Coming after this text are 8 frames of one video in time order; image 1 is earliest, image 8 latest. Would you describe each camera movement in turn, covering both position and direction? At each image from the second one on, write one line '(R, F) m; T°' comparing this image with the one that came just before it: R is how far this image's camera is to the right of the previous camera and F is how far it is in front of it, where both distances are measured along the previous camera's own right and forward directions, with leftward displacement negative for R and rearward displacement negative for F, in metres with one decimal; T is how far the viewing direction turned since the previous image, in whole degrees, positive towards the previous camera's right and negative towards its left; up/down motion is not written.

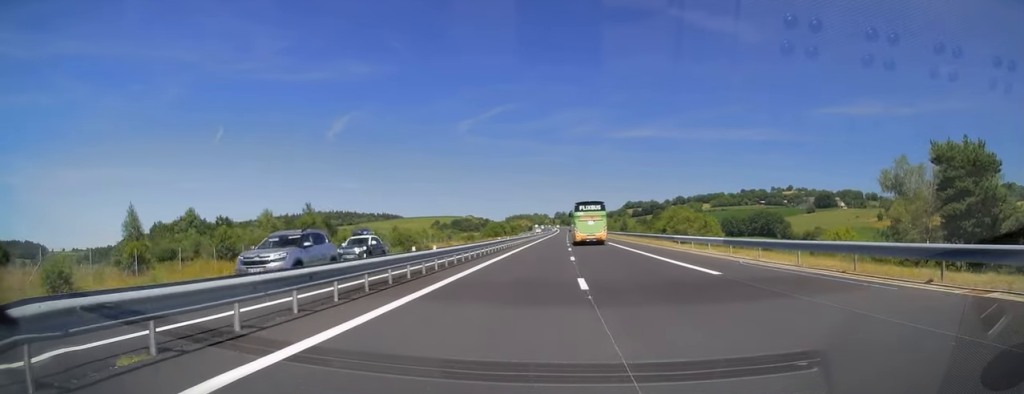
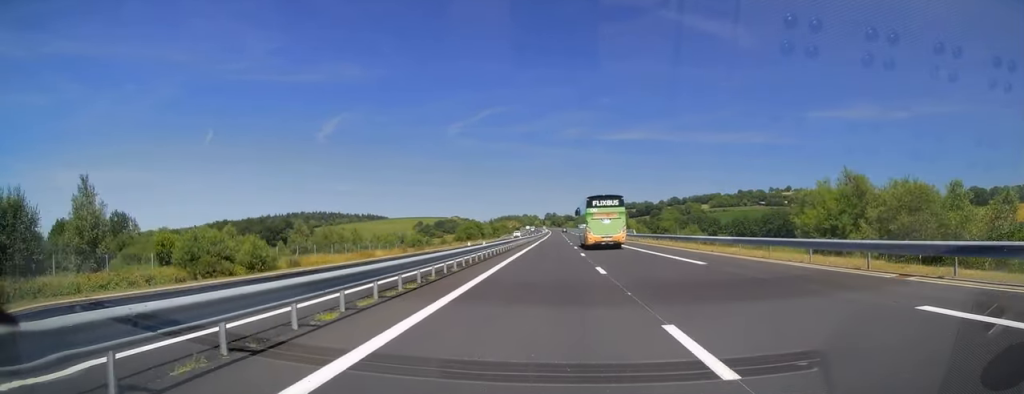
(+0.3, +47.2) m; +1°
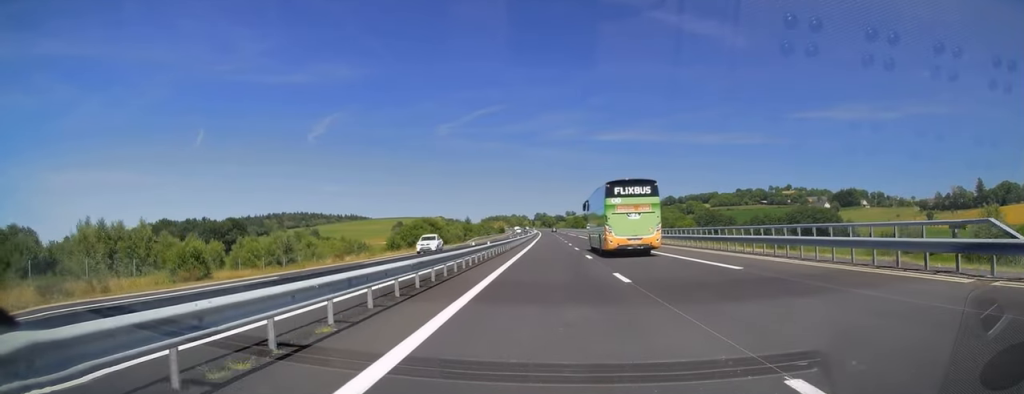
(+0.3, +55.4) m; +1°
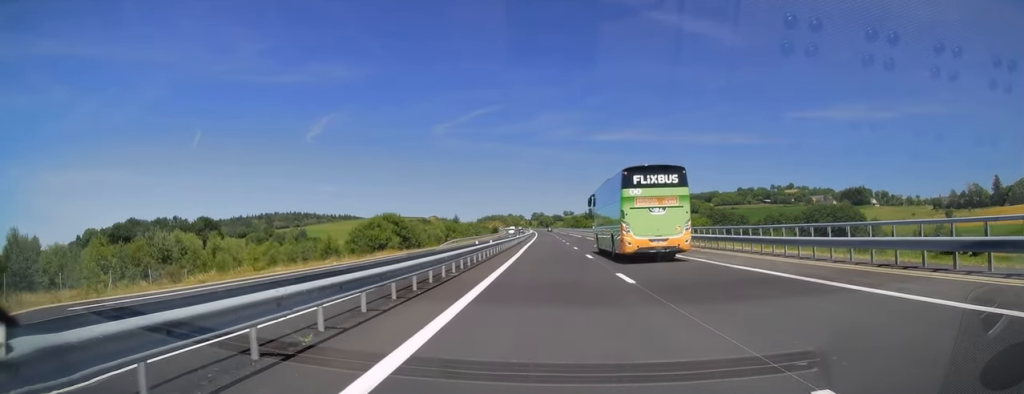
(0.0, +26.5) m; +1°
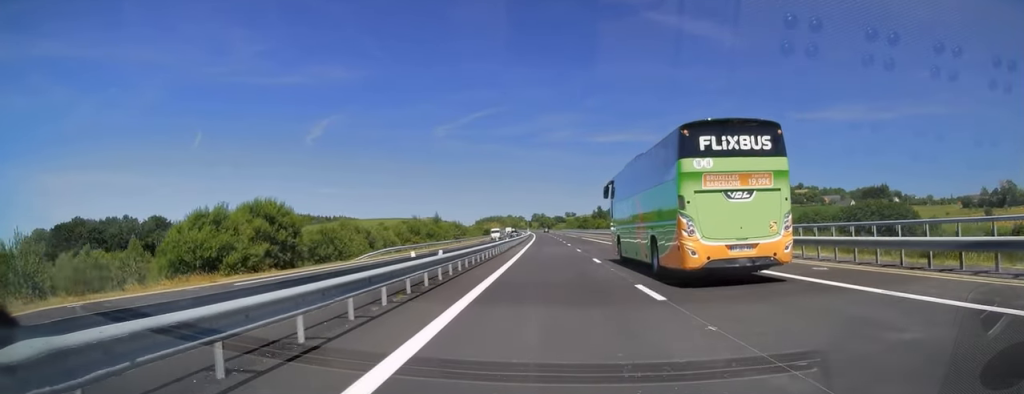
(+0.4, +42.8) m; 0°
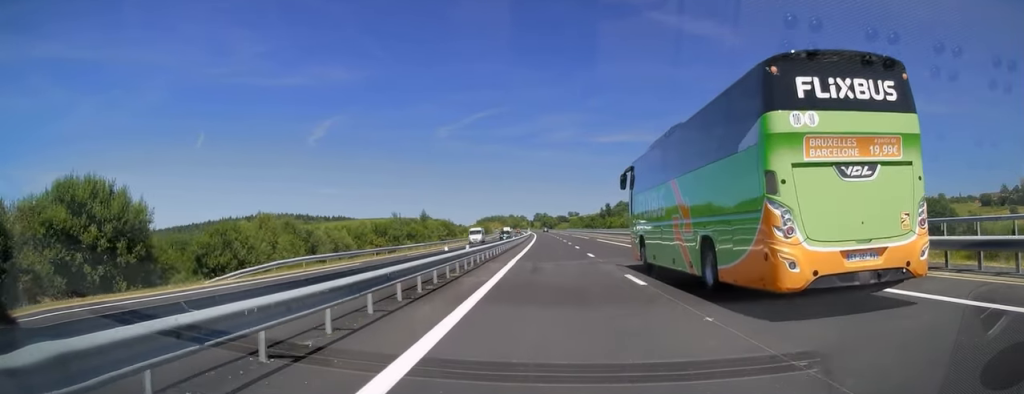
(0.0, +23.2) m; 0°
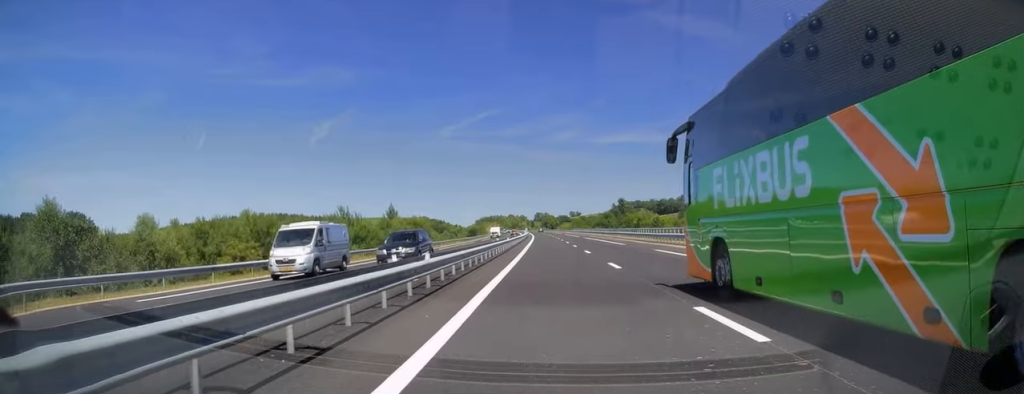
(-0.3, +35.6) m; 0°
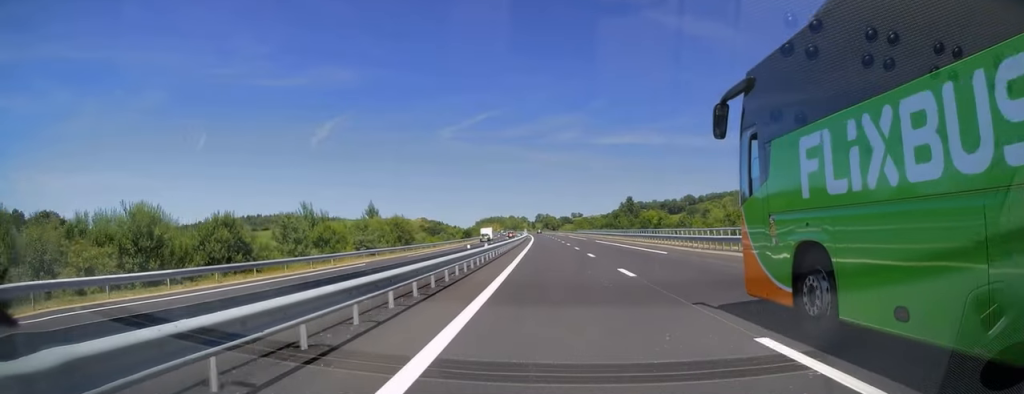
(+0.2, +15.7) m; 0°
